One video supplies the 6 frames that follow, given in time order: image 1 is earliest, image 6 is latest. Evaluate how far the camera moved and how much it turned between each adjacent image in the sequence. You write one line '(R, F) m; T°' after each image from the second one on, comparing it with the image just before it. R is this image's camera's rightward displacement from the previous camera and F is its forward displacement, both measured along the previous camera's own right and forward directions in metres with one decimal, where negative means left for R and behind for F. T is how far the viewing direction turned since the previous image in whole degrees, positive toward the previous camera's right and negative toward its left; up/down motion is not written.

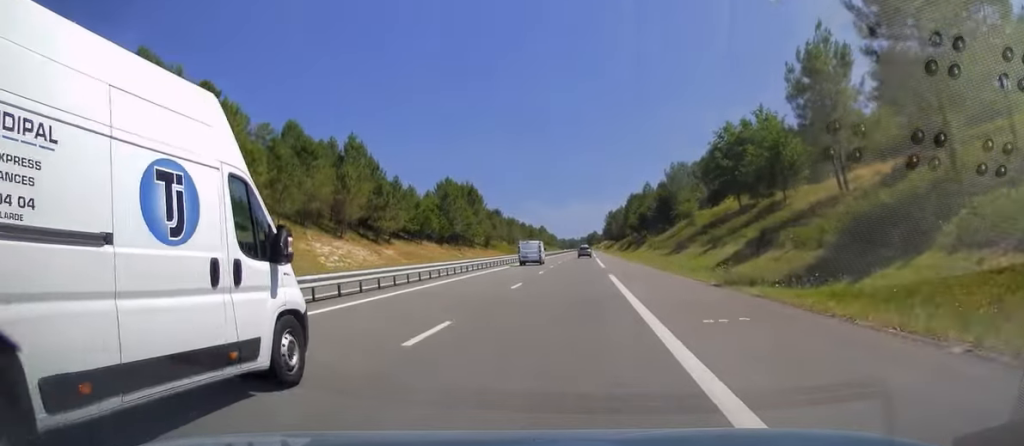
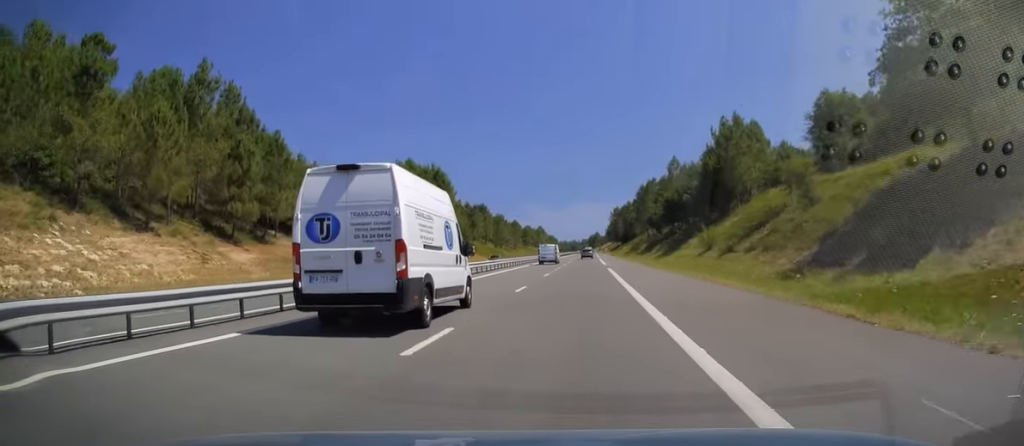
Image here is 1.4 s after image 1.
(0.0, +40.5) m; 0°
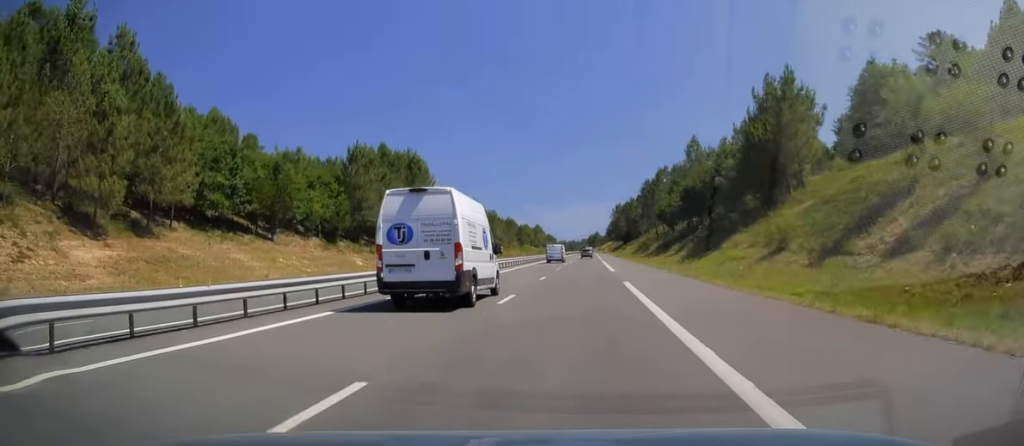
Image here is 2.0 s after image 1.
(0.0, +18.0) m; 0°
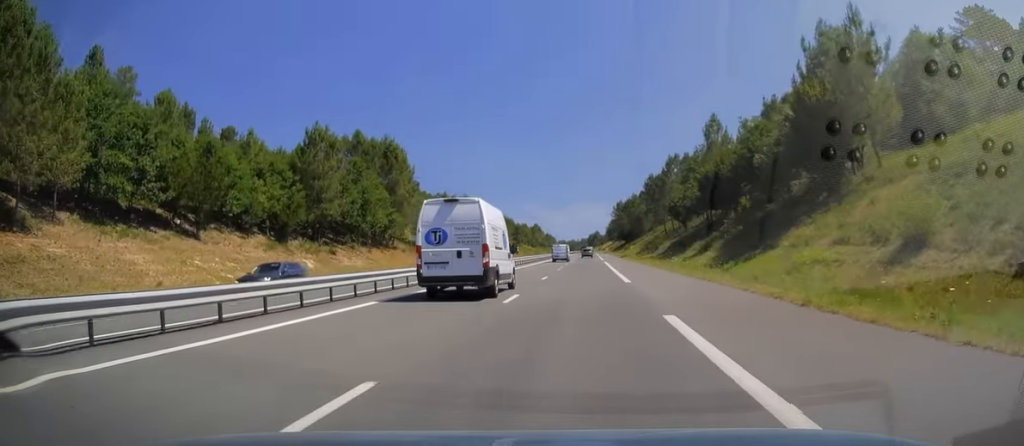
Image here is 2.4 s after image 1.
(0.0, +13.2) m; 0°
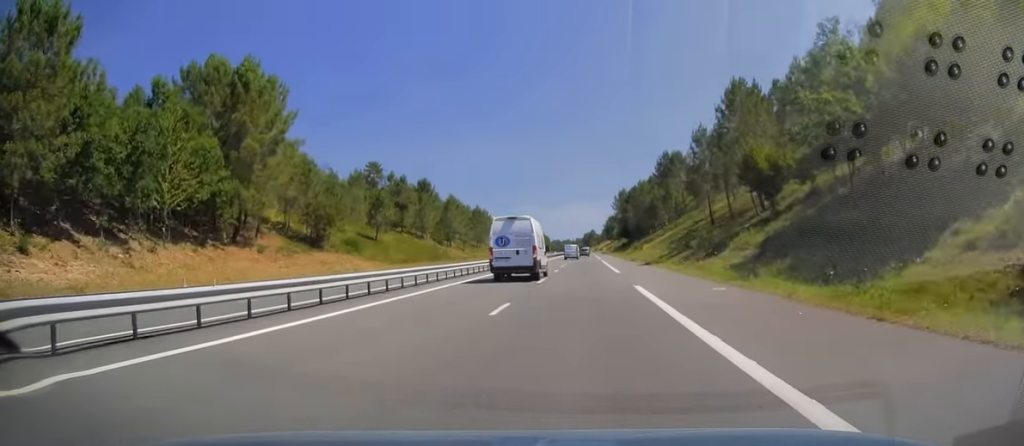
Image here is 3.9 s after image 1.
(0.0, +43.0) m; 0°
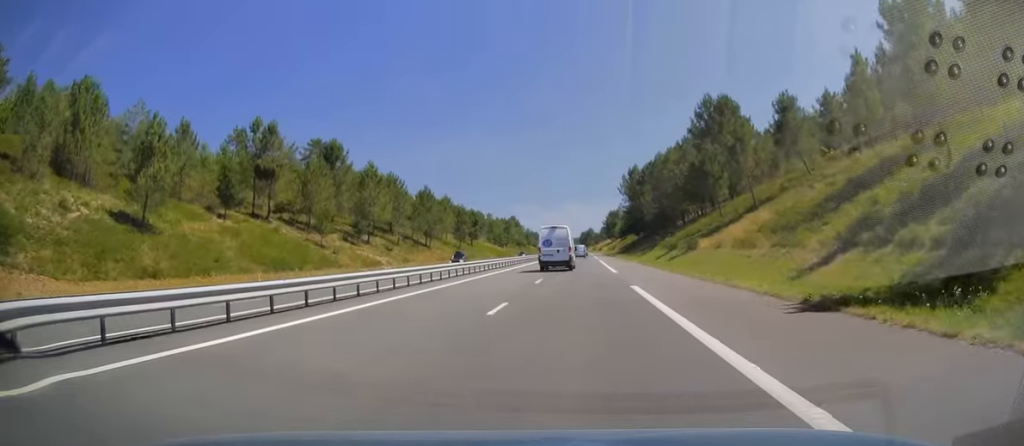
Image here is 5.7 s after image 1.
(+0.2, +52.7) m; +1°
